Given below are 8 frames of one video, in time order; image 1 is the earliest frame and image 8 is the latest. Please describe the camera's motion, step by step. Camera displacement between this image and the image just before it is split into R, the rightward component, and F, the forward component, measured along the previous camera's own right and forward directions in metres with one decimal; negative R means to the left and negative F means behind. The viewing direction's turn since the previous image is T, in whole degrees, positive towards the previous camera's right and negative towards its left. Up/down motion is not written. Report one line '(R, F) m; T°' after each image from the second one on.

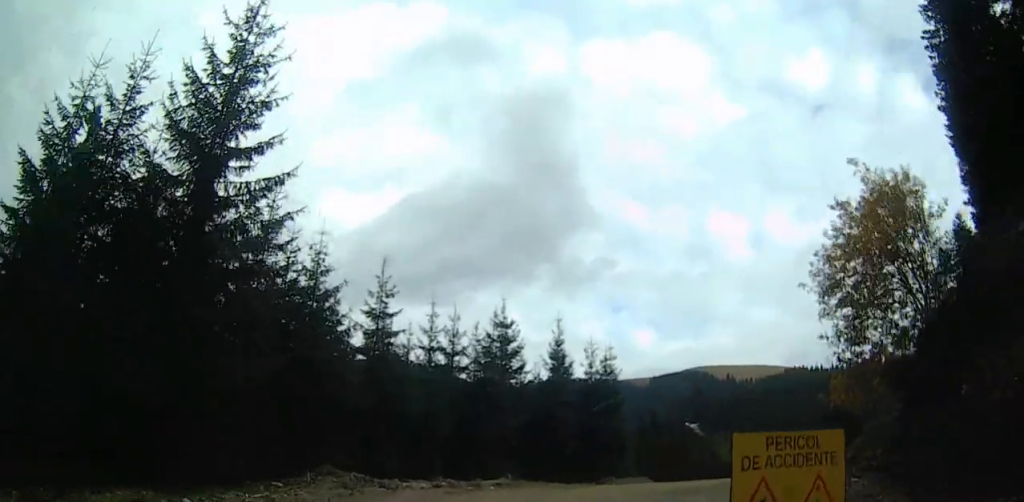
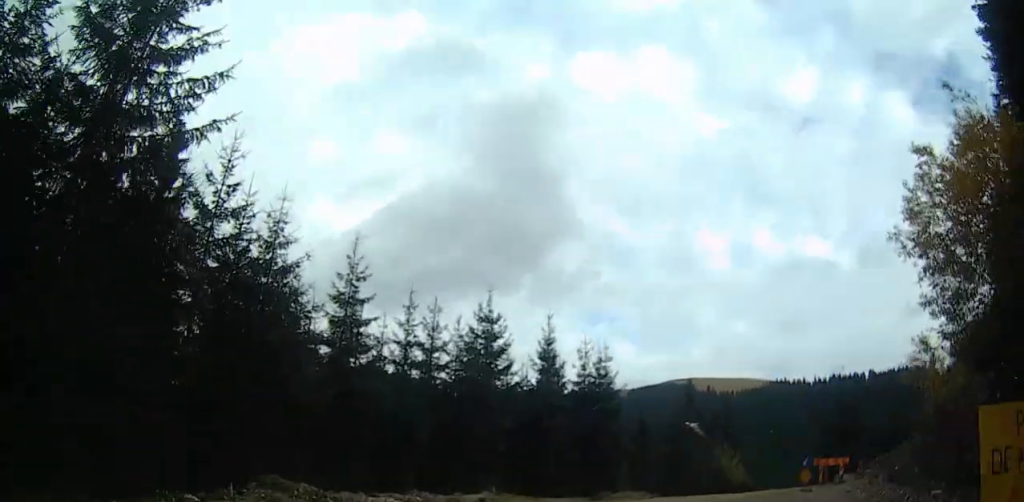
(+0.2, +4.1) m; +3°
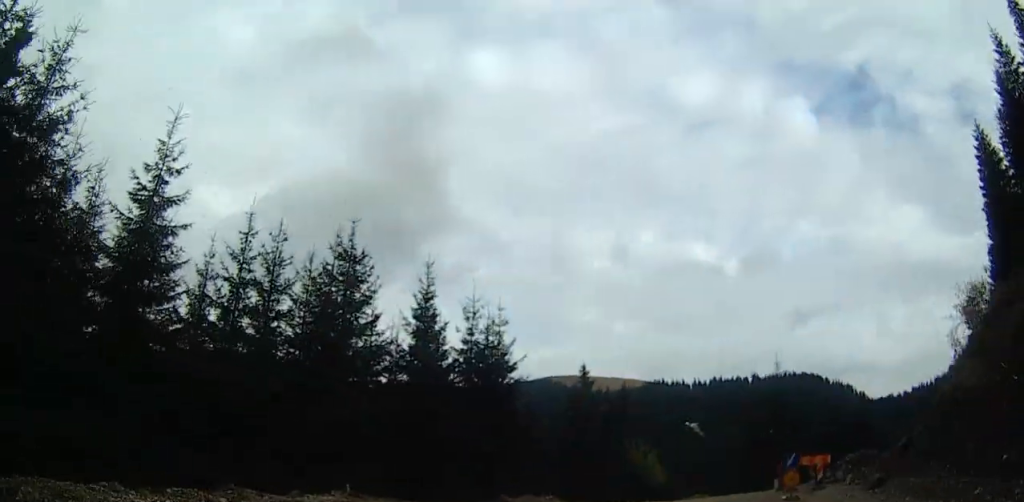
(0.0, +8.8) m; 0°
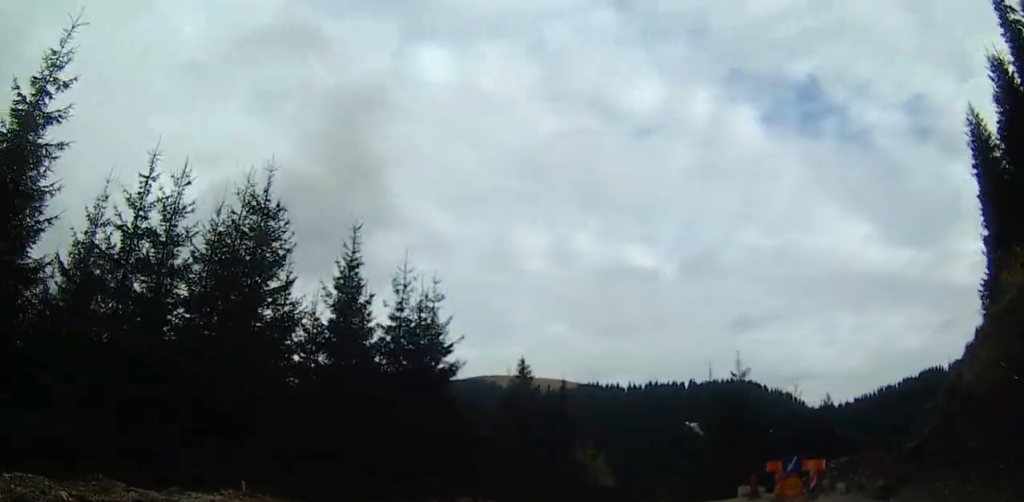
(0.0, +4.1) m; 0°
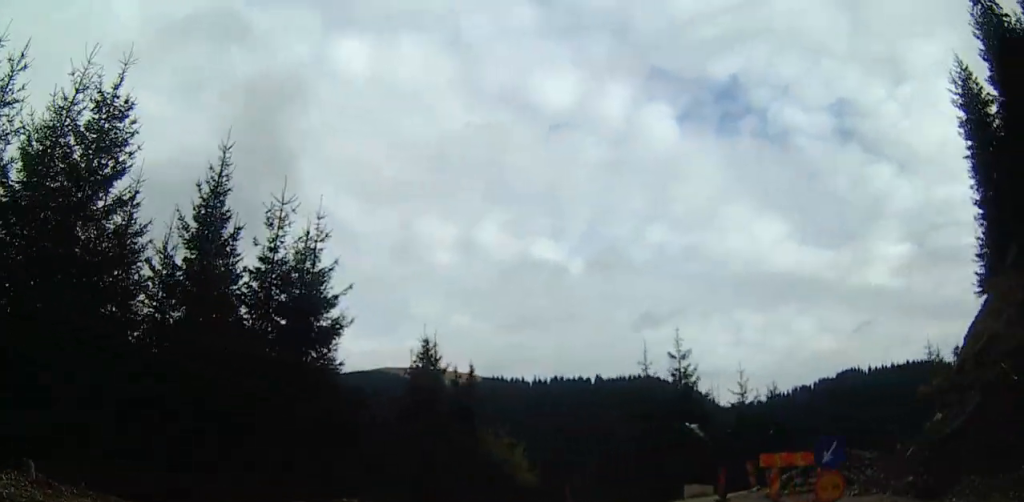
(0.0, +5.9) m; 0°
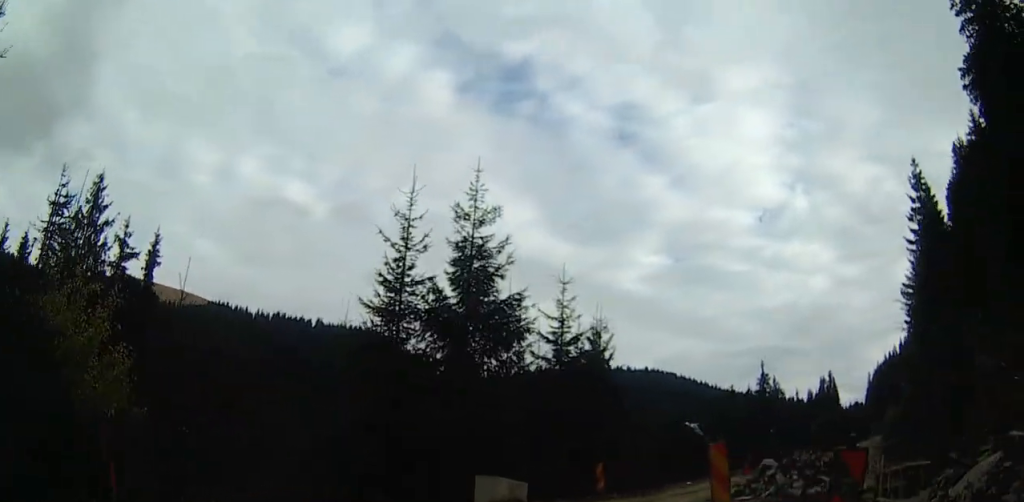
(+0.1, +19.0) m; +24°
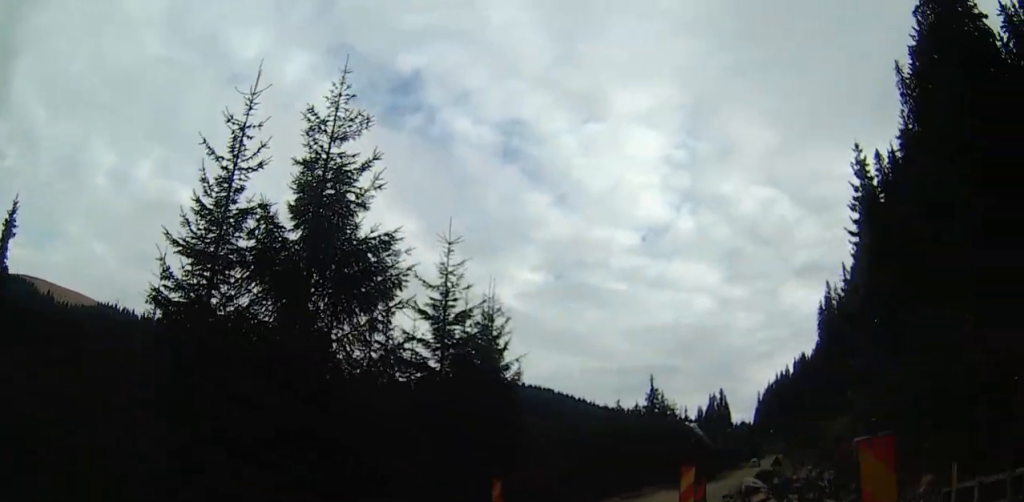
(+2.4, +5.6) m; +25°
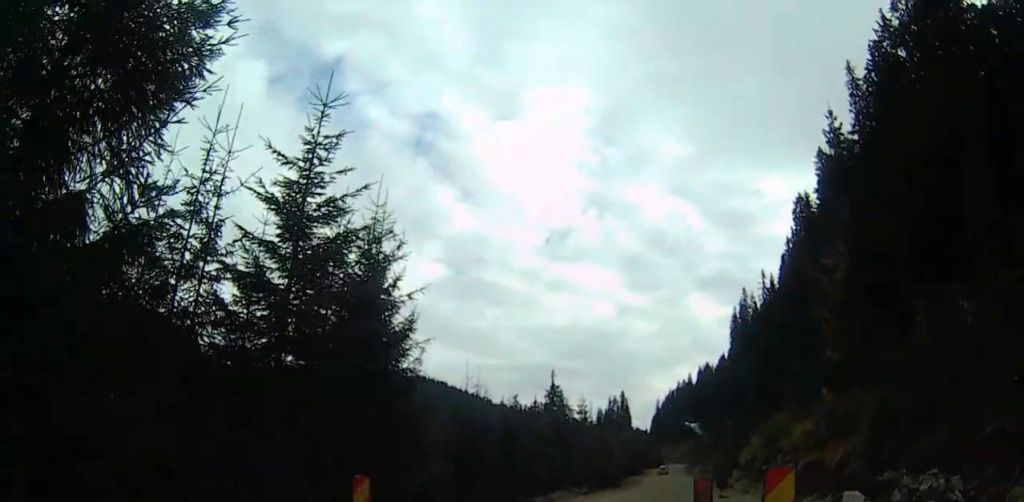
(+0.9, +7.0) m; +7°
